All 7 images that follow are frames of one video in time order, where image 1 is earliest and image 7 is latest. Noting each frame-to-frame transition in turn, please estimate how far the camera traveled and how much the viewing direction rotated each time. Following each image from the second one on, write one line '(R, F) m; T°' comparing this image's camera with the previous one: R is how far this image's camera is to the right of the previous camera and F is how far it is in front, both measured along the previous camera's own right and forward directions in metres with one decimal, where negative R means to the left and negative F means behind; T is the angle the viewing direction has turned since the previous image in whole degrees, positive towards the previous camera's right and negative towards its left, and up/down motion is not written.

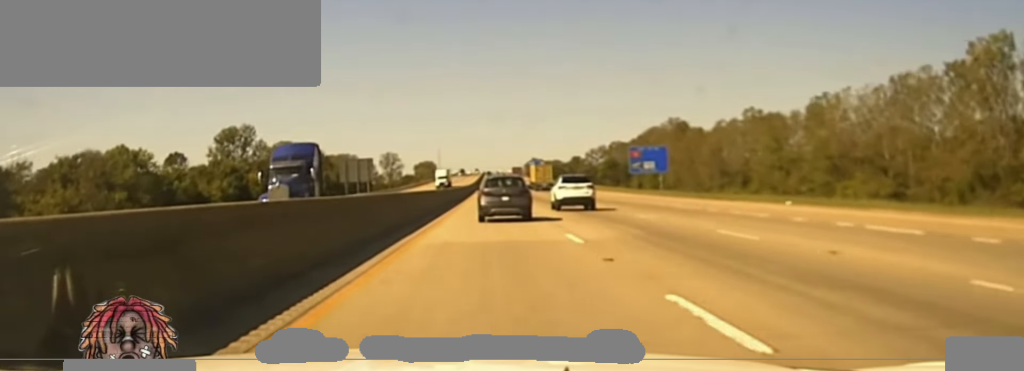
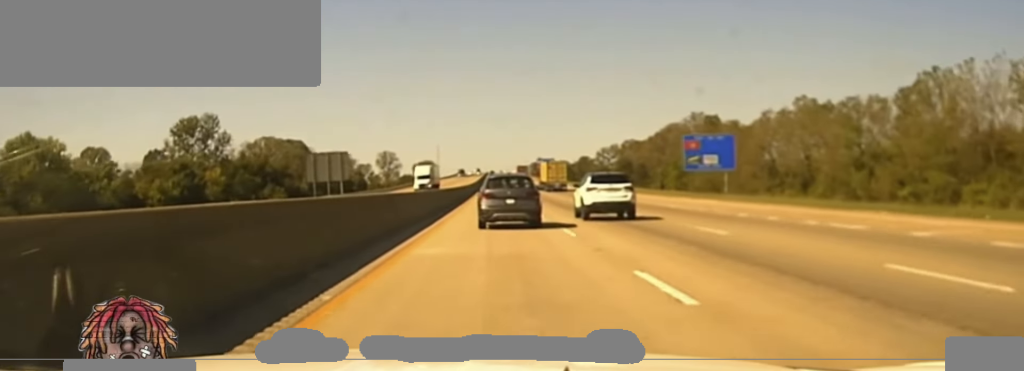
(-0.7, +33.1) m; -1°
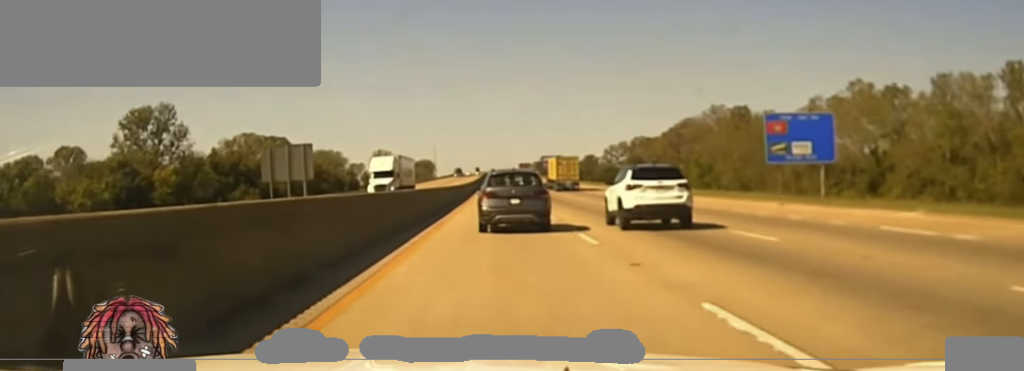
(+0.3, +27.2) m; +1°
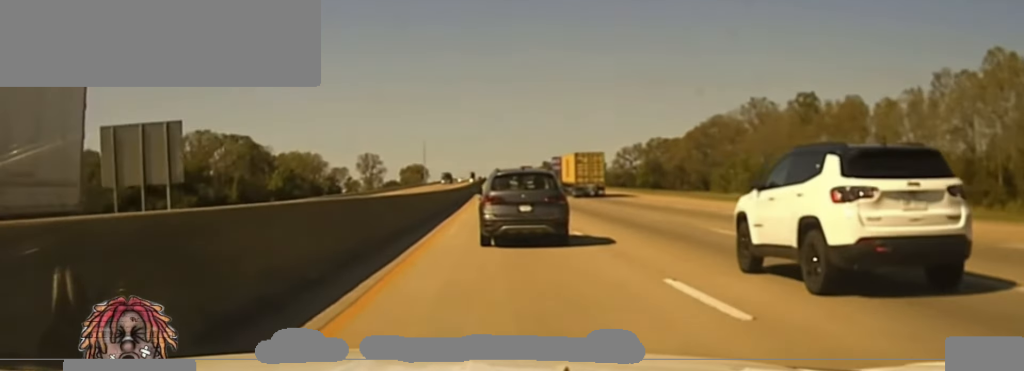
(+0.2, +46.2) m; 0°
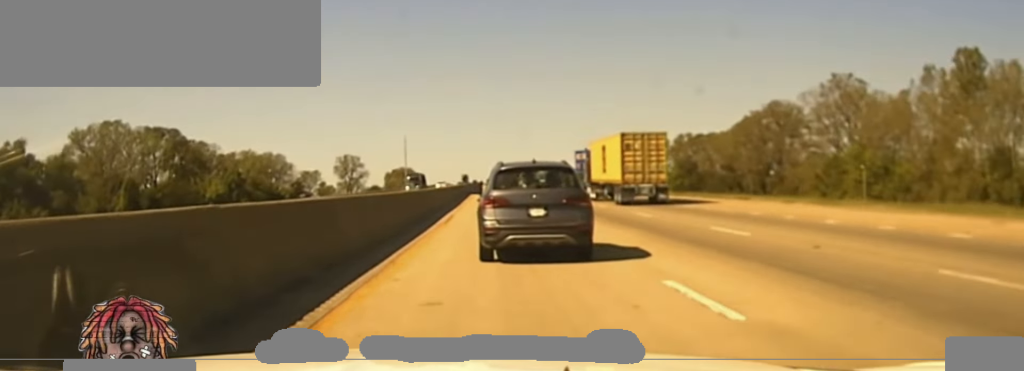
(0.0, +59.3) m; 0°
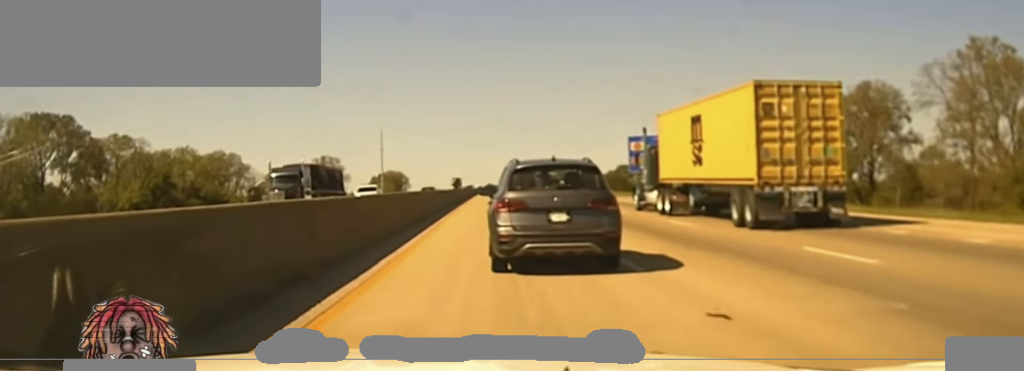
(0.0, +55.2) m; 0°
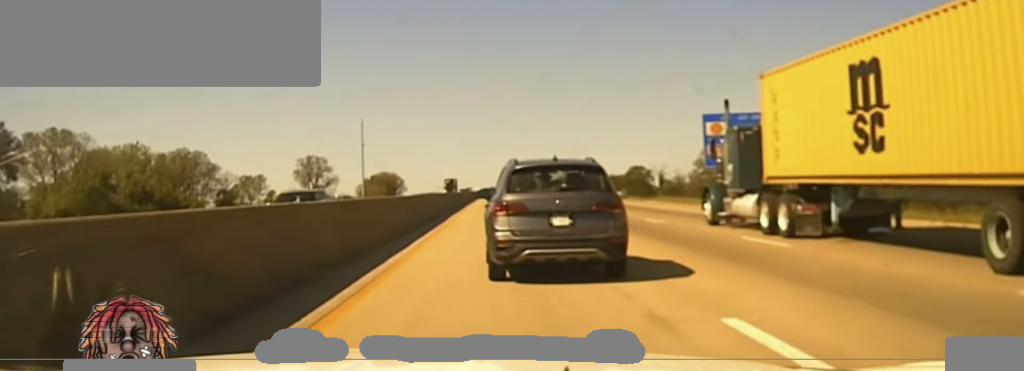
(0.0, +31.9) m; 0°
